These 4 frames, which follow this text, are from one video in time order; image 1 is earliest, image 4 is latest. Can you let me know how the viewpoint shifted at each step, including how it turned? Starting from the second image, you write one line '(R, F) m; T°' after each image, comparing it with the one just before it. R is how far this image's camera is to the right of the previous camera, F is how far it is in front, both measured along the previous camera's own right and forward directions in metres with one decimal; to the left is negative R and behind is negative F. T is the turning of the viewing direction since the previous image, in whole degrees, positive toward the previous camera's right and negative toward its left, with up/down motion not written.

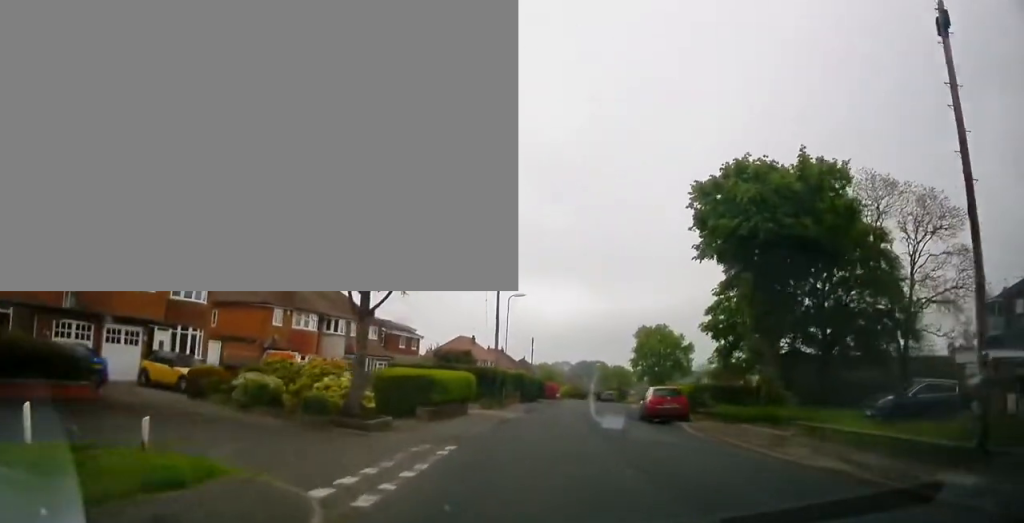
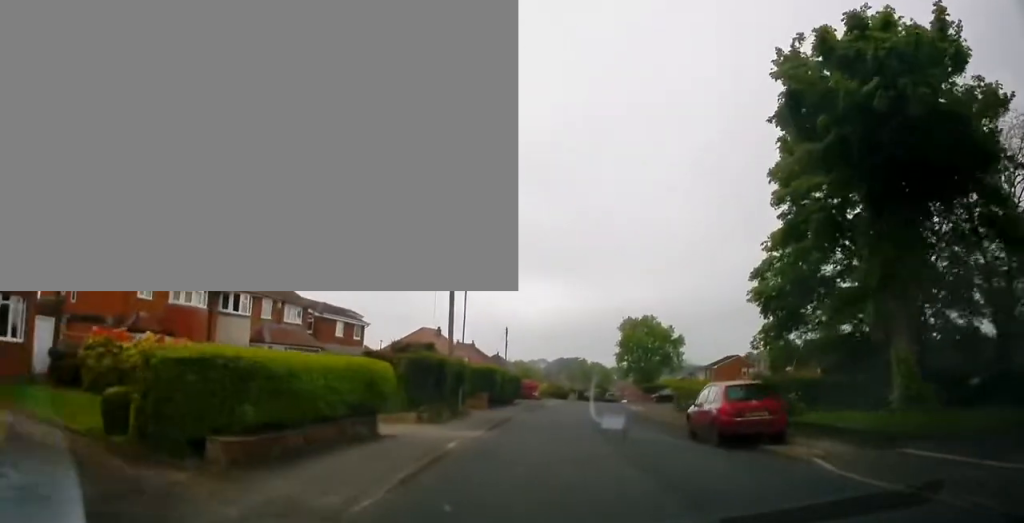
(-0.4, +11.4) m; -2°
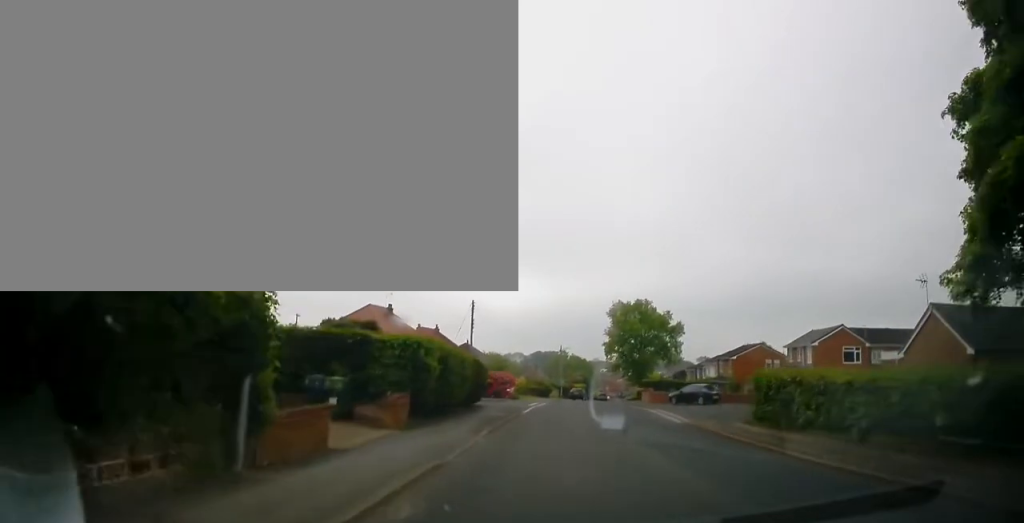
(+1.2, +15.6) m; +7°
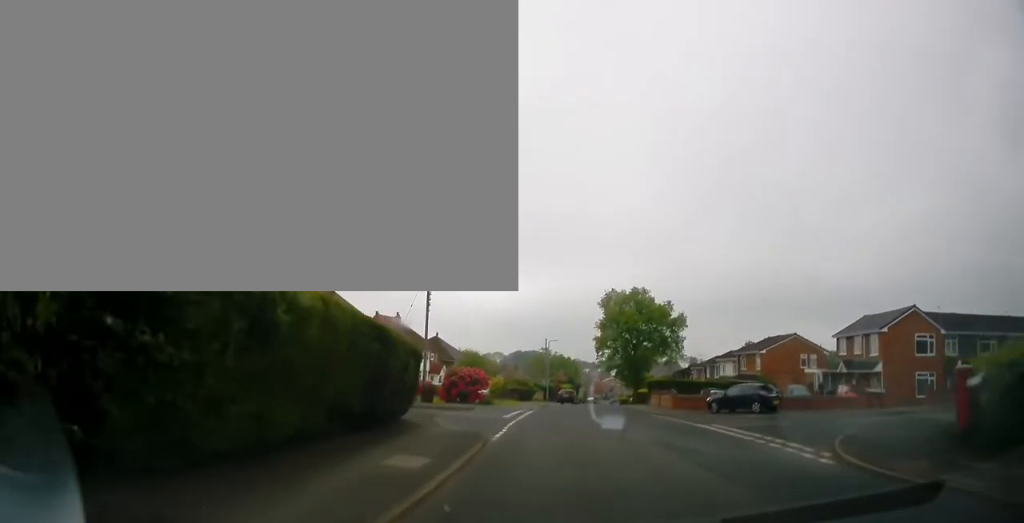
(-0.1, +13.8) m; +1°
